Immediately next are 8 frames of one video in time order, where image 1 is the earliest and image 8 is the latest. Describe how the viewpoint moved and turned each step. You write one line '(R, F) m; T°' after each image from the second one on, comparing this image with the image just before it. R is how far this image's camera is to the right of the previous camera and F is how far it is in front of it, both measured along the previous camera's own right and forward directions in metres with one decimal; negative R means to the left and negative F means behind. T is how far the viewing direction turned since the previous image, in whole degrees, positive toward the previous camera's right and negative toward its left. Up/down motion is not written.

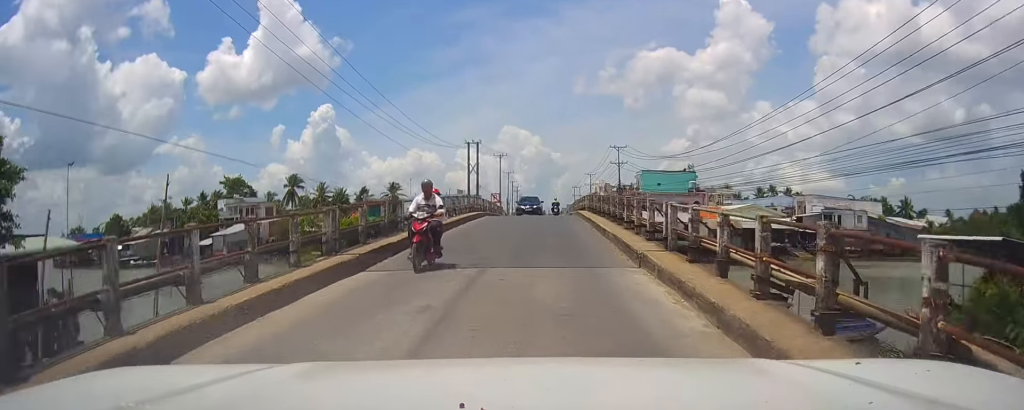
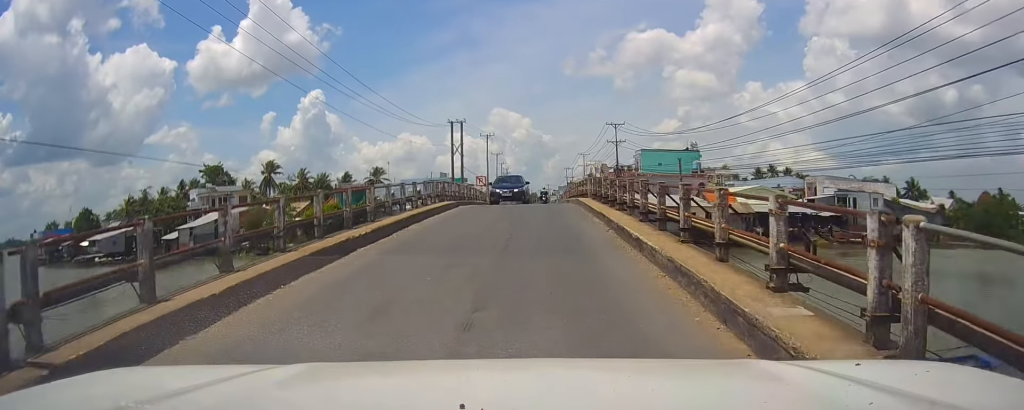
(+0.1, +9.2) m; 0°
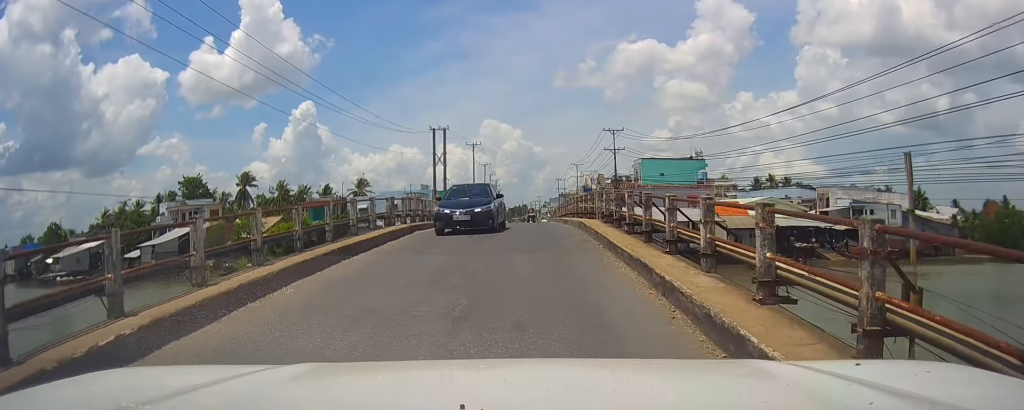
(-0.2, +10.3) m; -2°
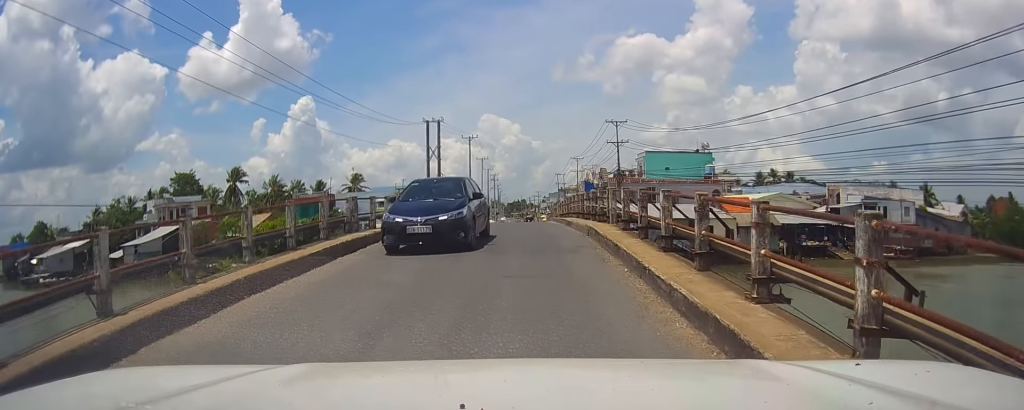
(-0.1, +5.7) m; -1°
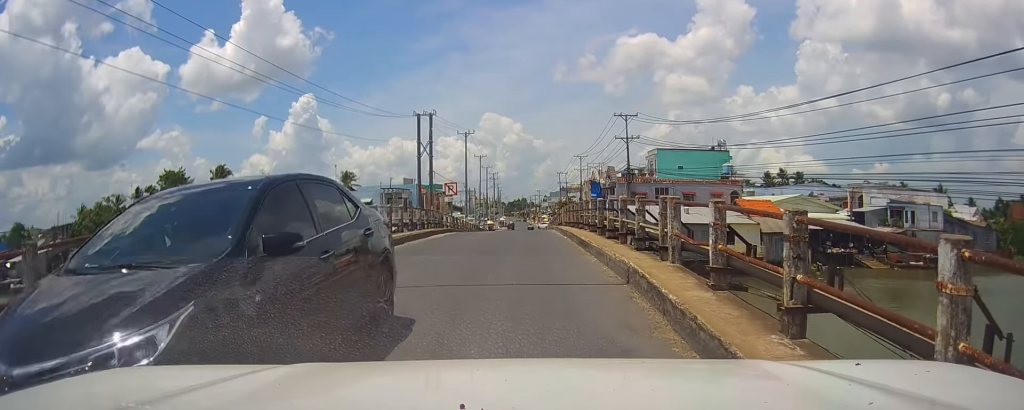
(0.0, +9.4) m; -2°
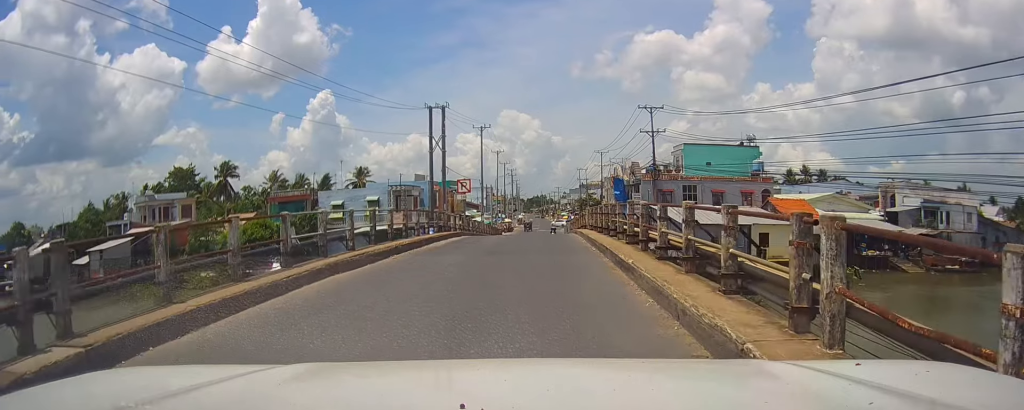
(-0.2, +4.8) m; 0°
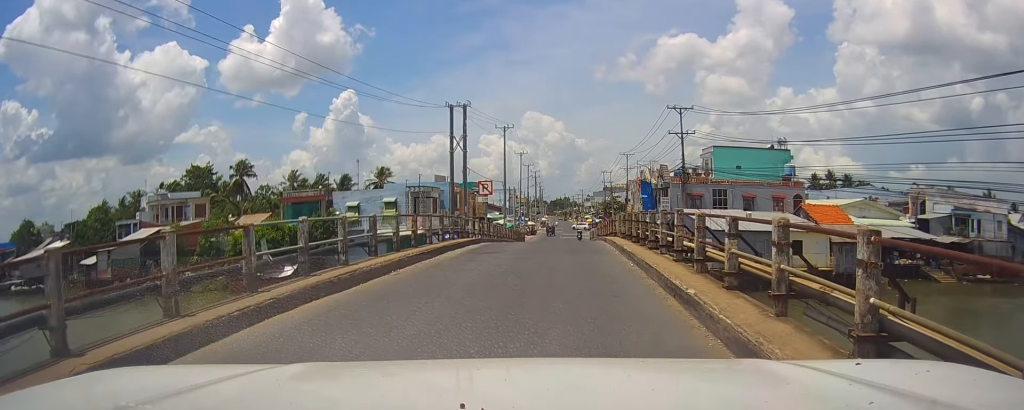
(+0.1, +2.3) m; 0°
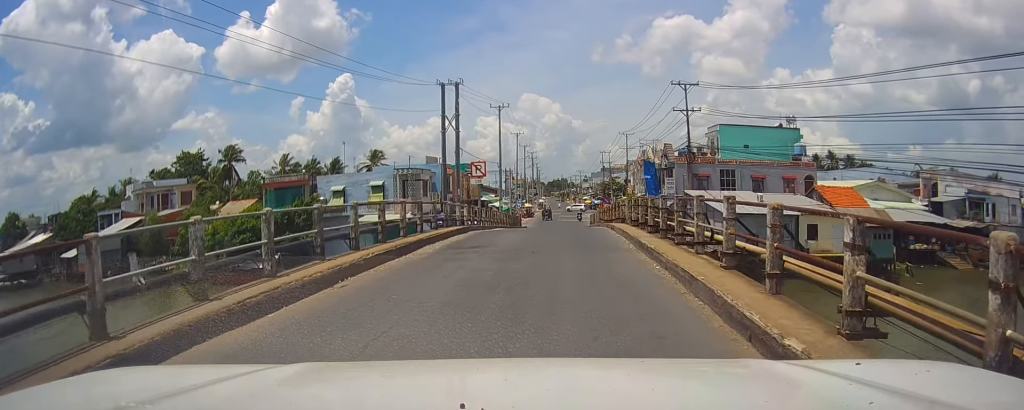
(0.0, +2.8) m; -1°
